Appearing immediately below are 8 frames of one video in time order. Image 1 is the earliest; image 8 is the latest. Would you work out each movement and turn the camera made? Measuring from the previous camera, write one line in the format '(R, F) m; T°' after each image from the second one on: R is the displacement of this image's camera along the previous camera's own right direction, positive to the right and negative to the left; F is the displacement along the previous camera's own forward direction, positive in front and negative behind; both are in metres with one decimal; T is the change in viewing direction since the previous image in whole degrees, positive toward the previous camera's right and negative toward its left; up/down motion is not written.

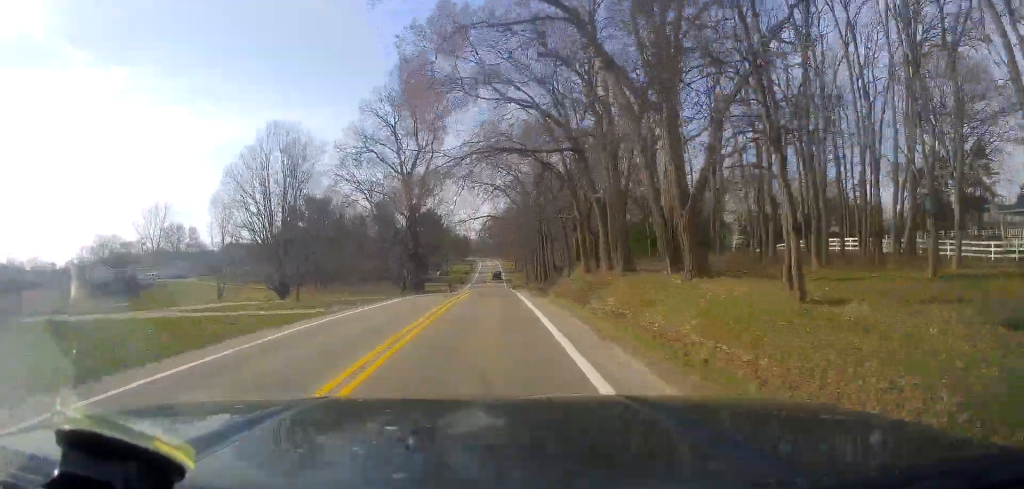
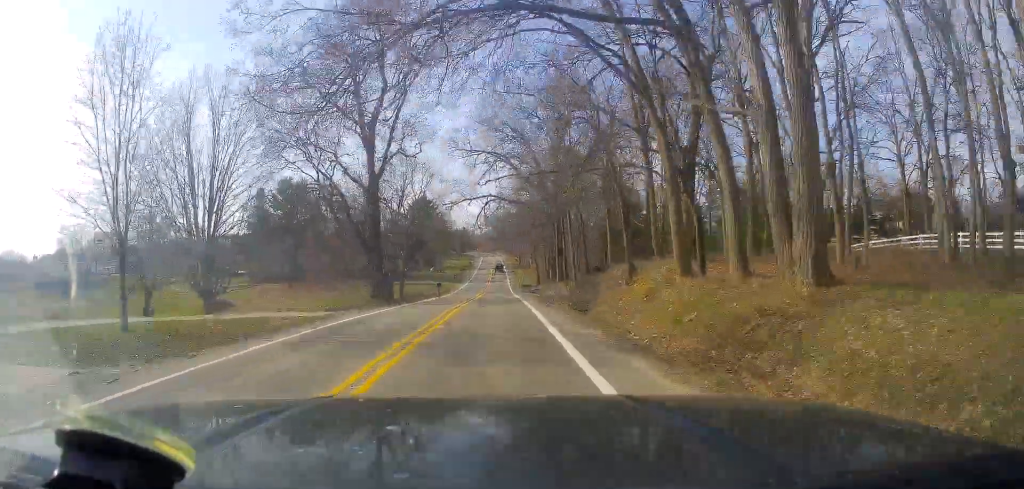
(-0.6, +20.1) m; 0°
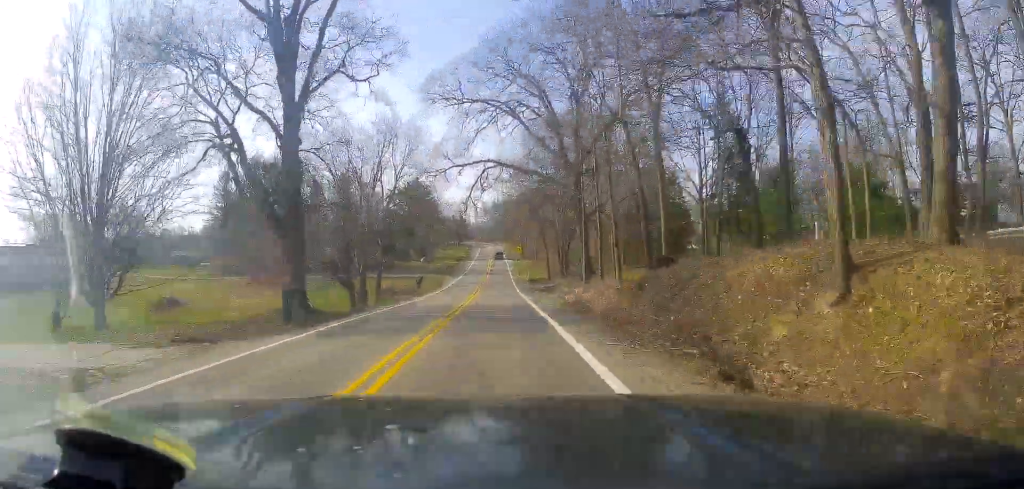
(+0.1, +16.5) m; +1°
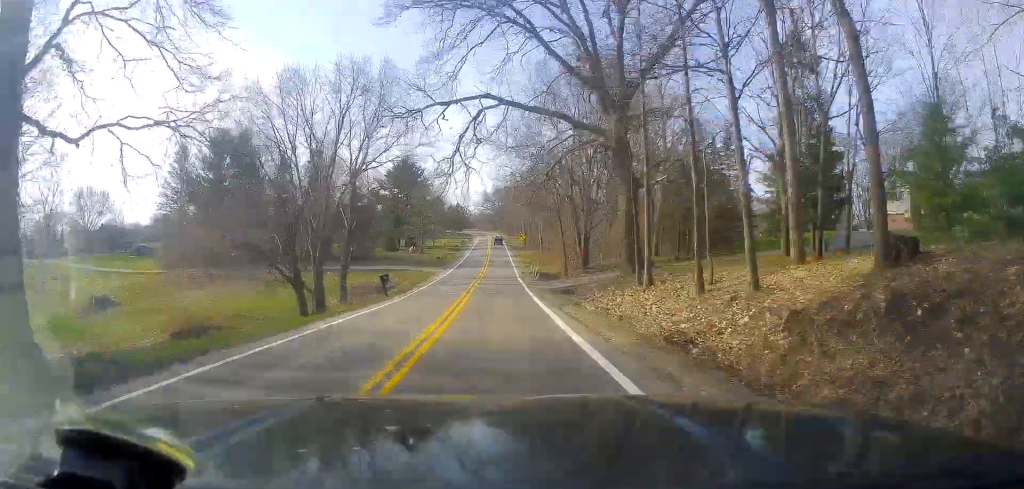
(+0.3, +15.6) m; +1°
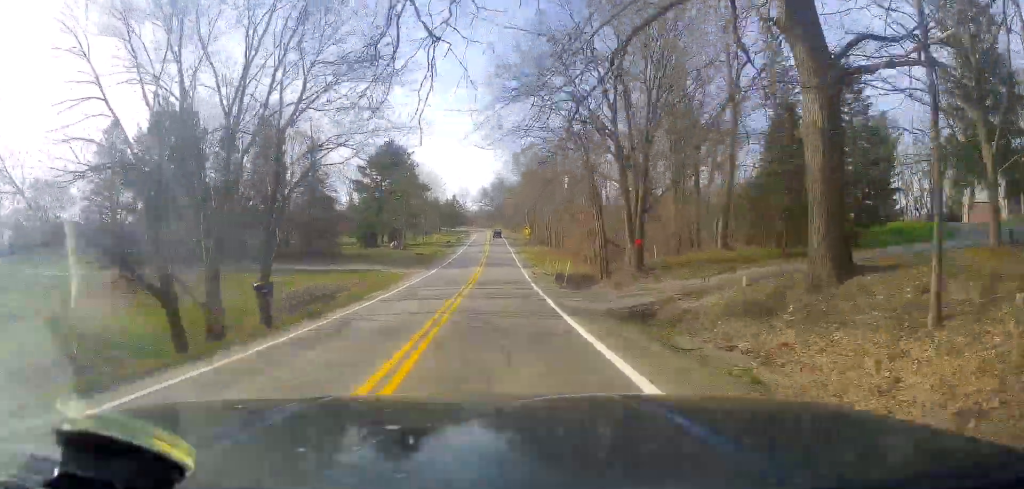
(0.0, +17.9) m; 0°
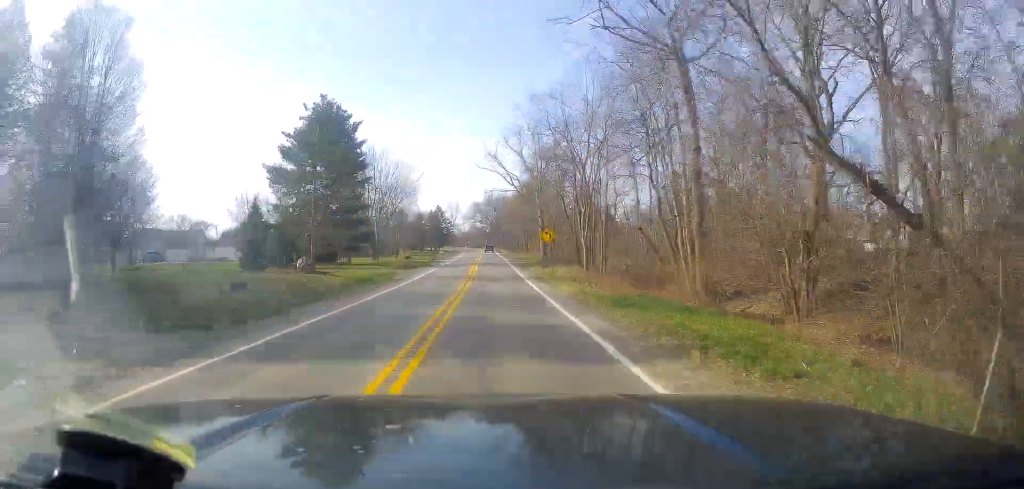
(-0.2, +38.7) m; -1°
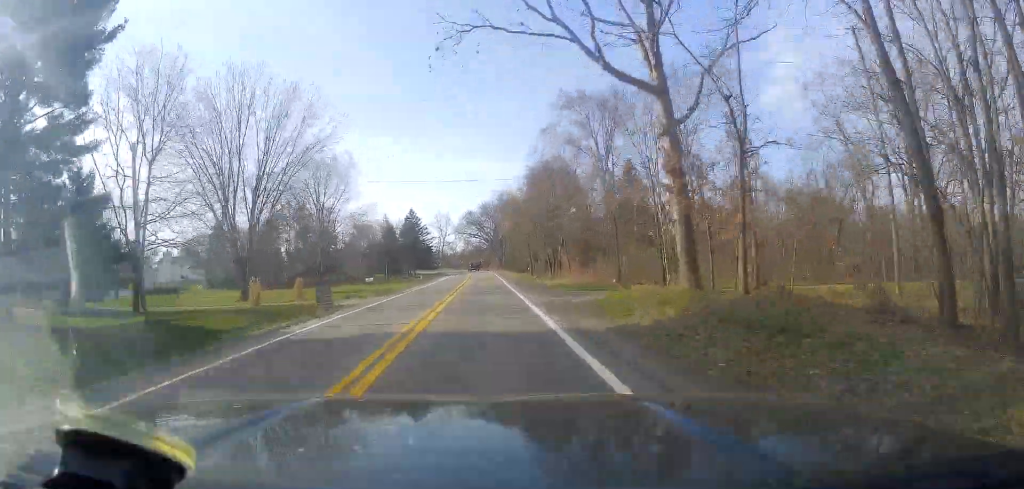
(-0.2, +50.5) m; -1°
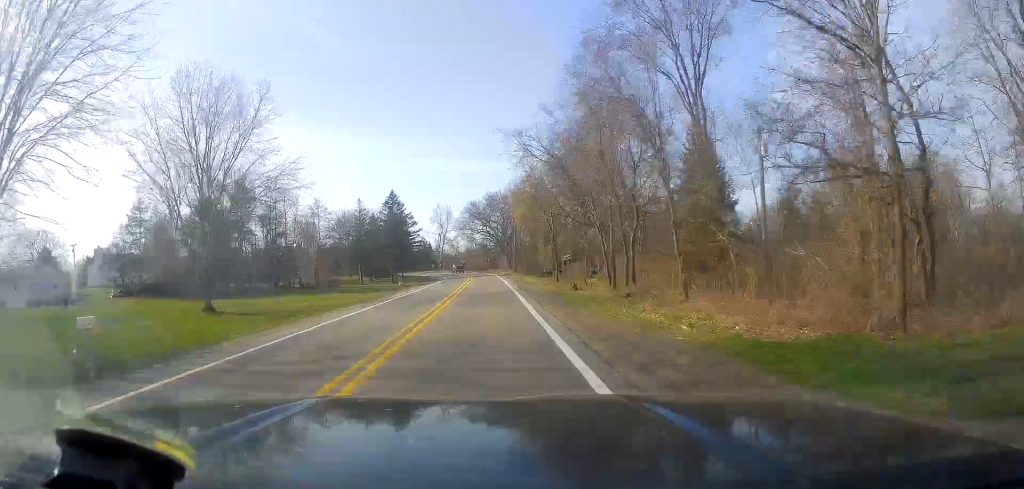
(-0.3, +29.4) m; 0°
